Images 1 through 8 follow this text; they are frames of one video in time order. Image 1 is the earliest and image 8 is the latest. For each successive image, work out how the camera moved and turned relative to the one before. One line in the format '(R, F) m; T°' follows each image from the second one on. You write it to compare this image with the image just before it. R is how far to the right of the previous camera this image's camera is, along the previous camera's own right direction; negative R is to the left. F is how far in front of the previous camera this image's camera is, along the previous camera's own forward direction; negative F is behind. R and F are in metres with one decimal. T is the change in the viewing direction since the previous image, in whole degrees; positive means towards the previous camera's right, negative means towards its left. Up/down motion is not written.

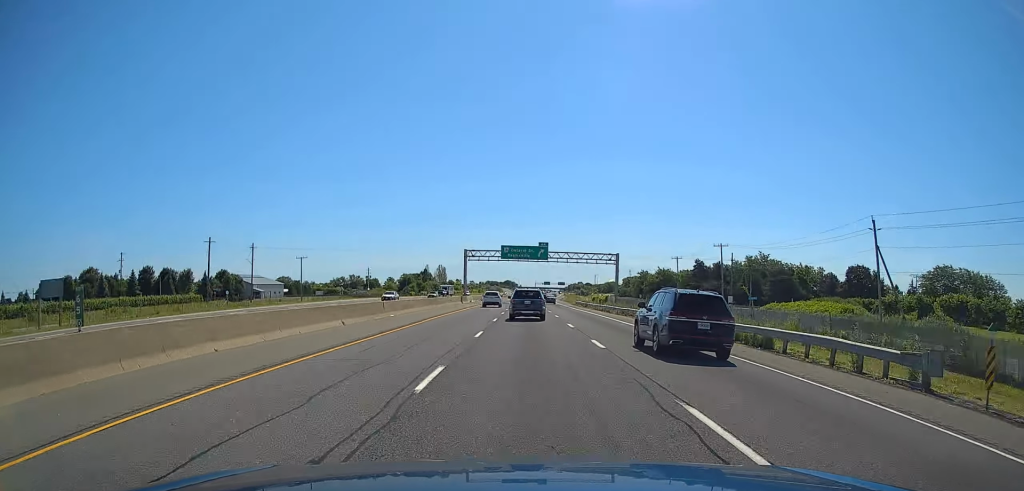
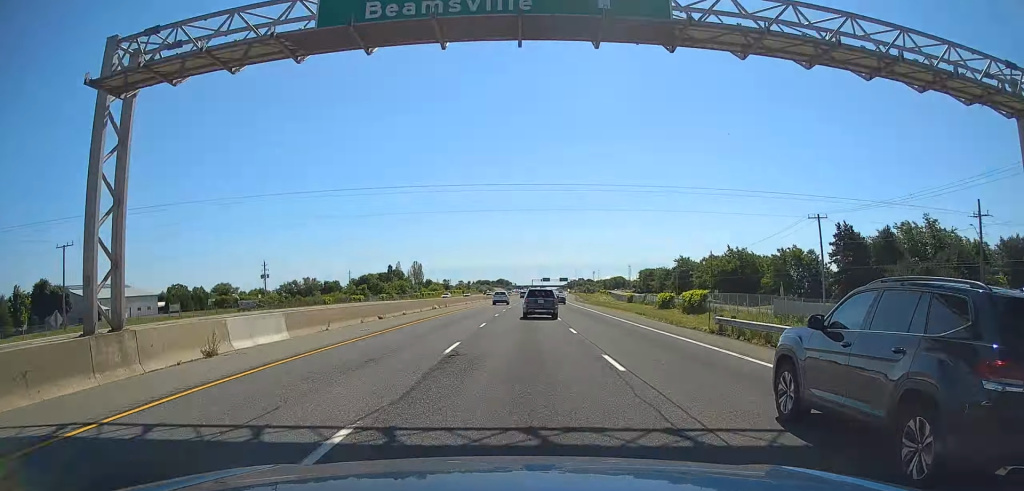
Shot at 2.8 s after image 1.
(+0.7, +91.5) m; +1°
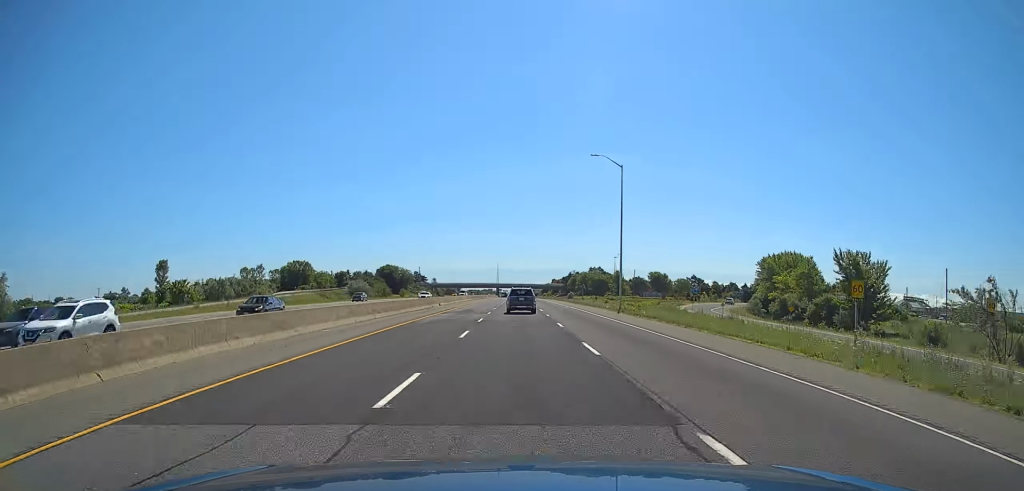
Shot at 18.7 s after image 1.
(+14.0, +520.0) m; +2°
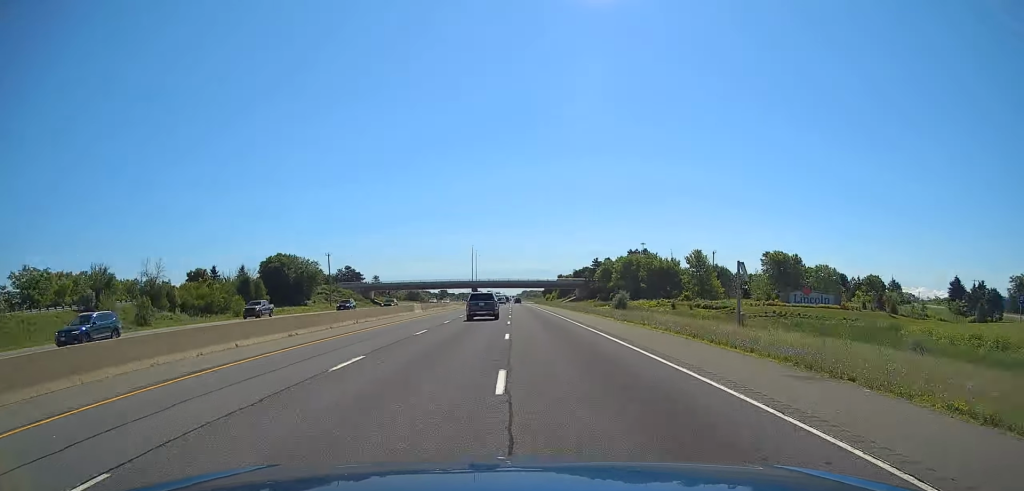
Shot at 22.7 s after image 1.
(+0.5, +137.9) m; 0°
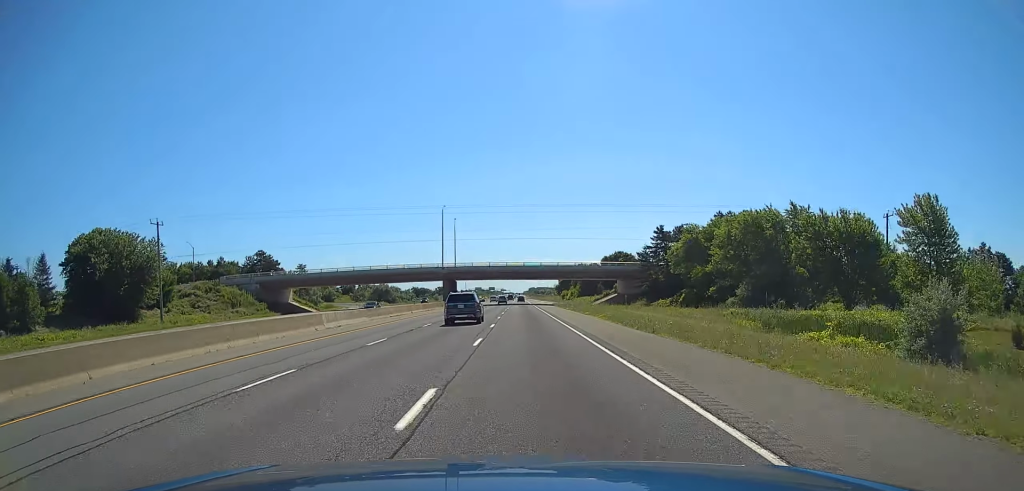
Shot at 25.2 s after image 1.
(+0.3, +84.9) m; 0°
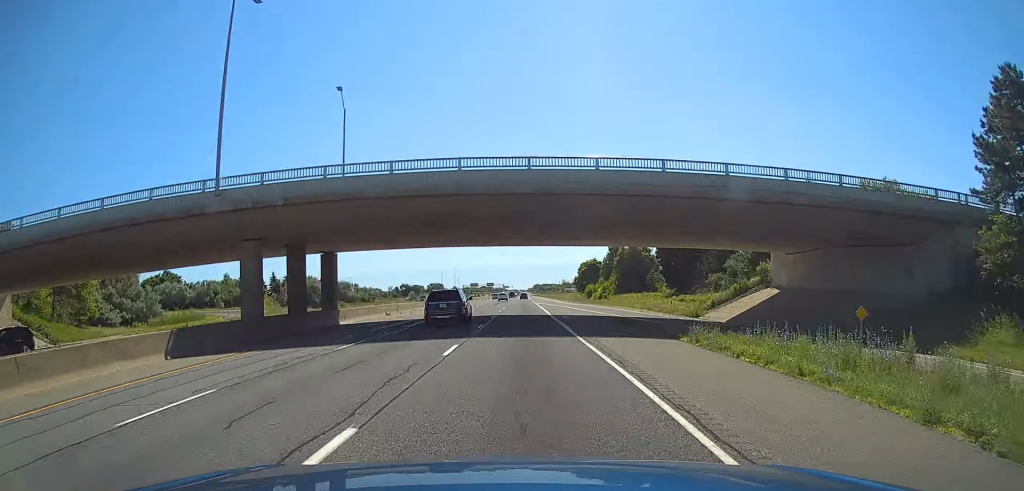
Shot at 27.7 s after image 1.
(-0.5, +85.3) m; 0°
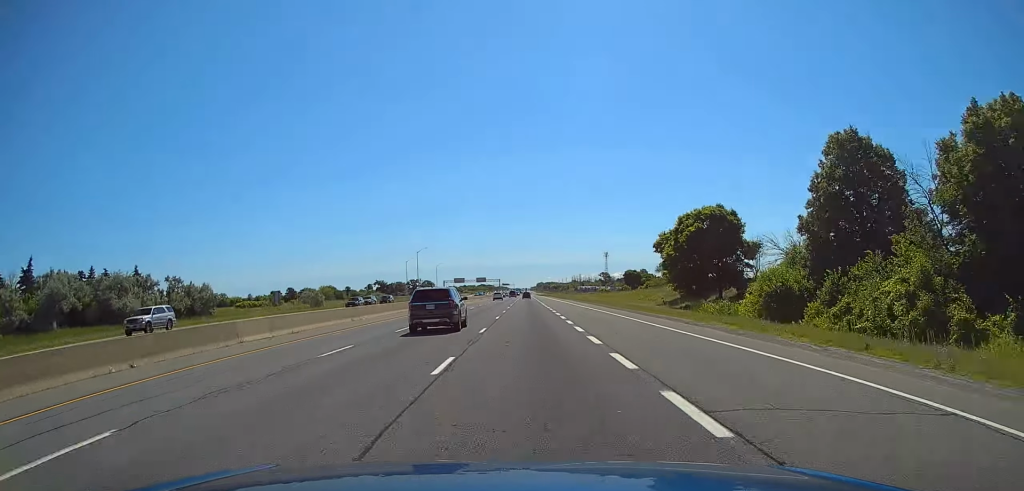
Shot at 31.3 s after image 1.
(-0.3, +121.8) m; 0°
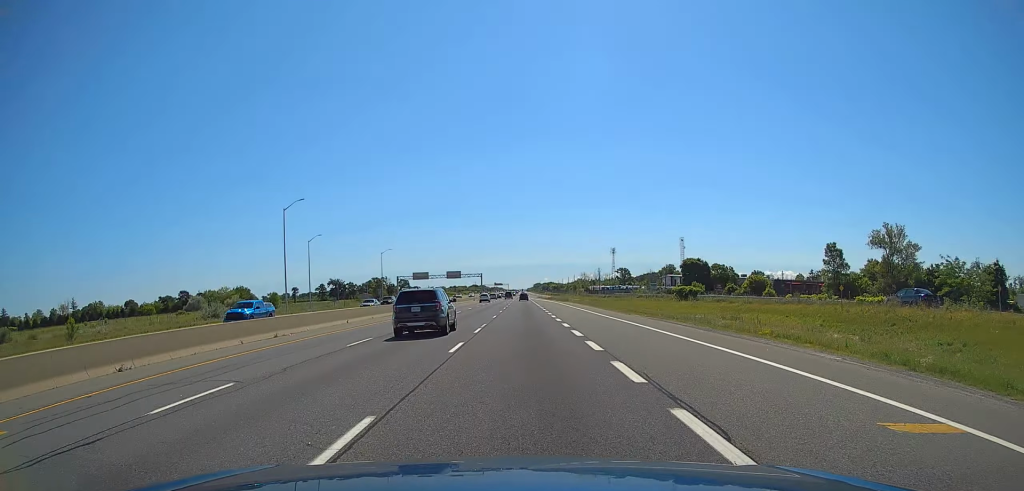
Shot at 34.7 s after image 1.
(+0.2, +115.6) m; 0°
